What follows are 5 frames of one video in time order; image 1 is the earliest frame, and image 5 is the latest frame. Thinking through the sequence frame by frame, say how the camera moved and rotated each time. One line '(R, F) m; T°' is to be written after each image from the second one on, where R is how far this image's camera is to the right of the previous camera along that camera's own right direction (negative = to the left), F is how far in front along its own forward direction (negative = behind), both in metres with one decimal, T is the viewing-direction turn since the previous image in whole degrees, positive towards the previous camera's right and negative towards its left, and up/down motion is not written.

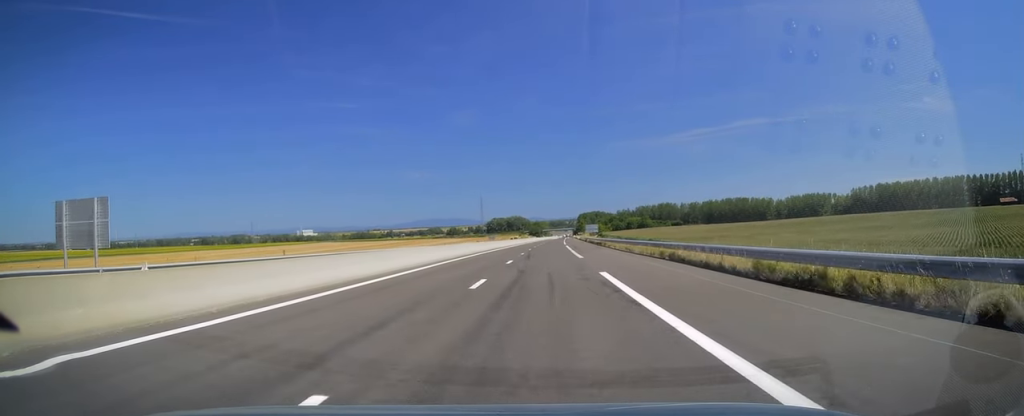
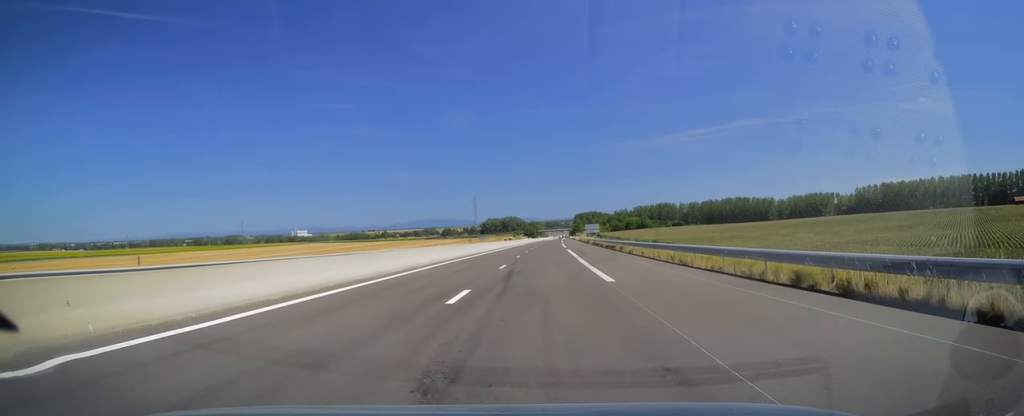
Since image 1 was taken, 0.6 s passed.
(+0.1, +16.3) m; 0°
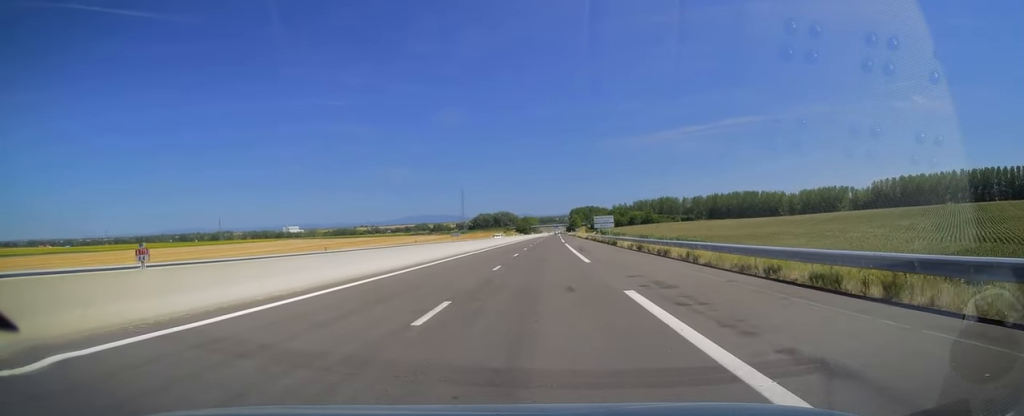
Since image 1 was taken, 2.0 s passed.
(+0.1, +42.5) m; 0°
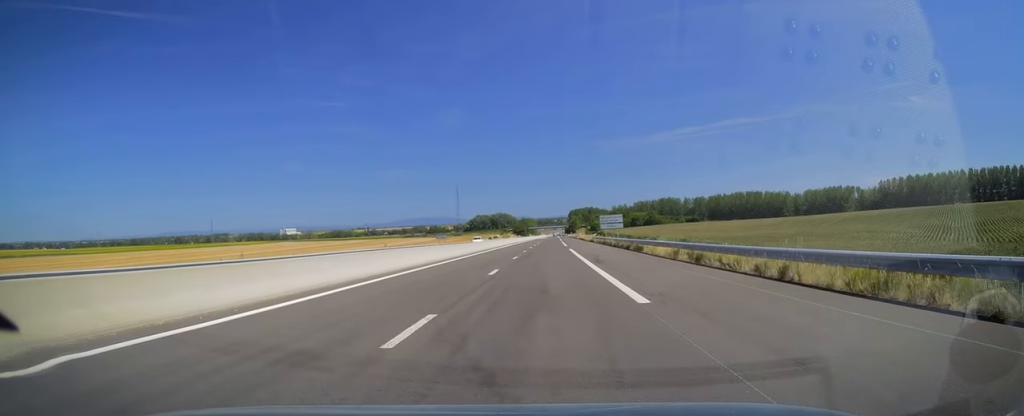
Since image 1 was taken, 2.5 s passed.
(0.0, +14.8) m; 0°
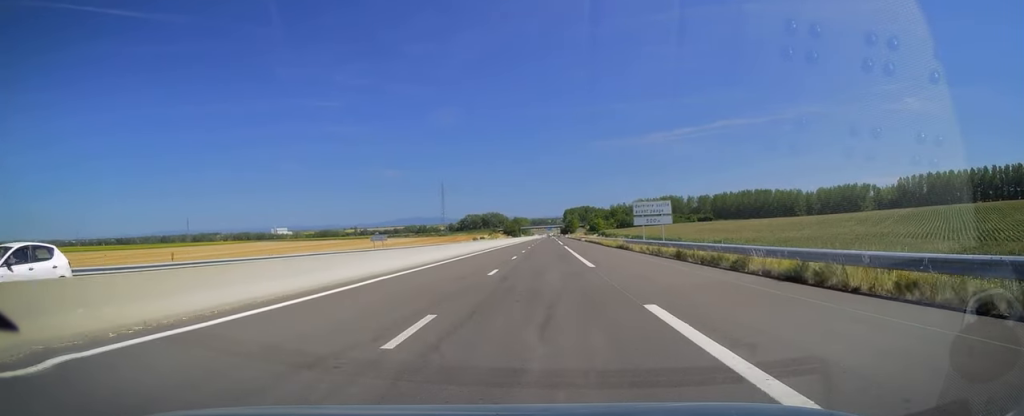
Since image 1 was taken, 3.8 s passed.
(0.0, +39.5) m; +1°
